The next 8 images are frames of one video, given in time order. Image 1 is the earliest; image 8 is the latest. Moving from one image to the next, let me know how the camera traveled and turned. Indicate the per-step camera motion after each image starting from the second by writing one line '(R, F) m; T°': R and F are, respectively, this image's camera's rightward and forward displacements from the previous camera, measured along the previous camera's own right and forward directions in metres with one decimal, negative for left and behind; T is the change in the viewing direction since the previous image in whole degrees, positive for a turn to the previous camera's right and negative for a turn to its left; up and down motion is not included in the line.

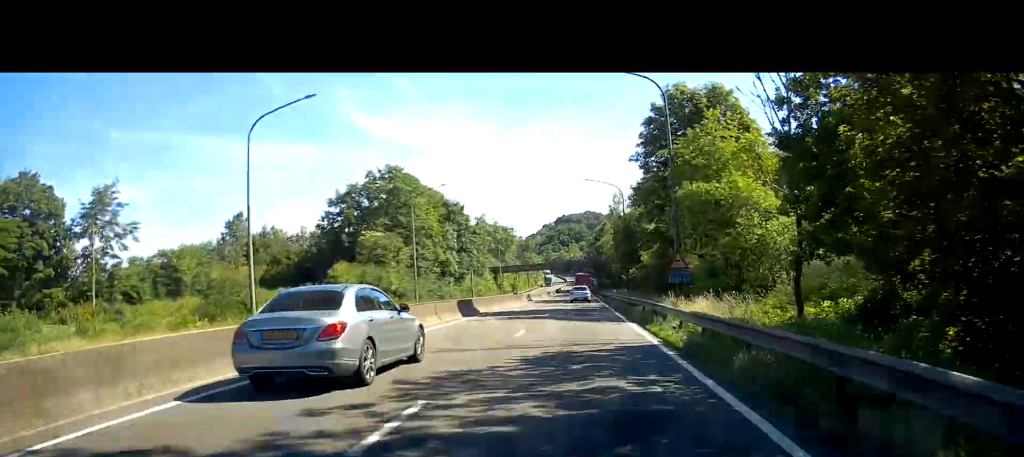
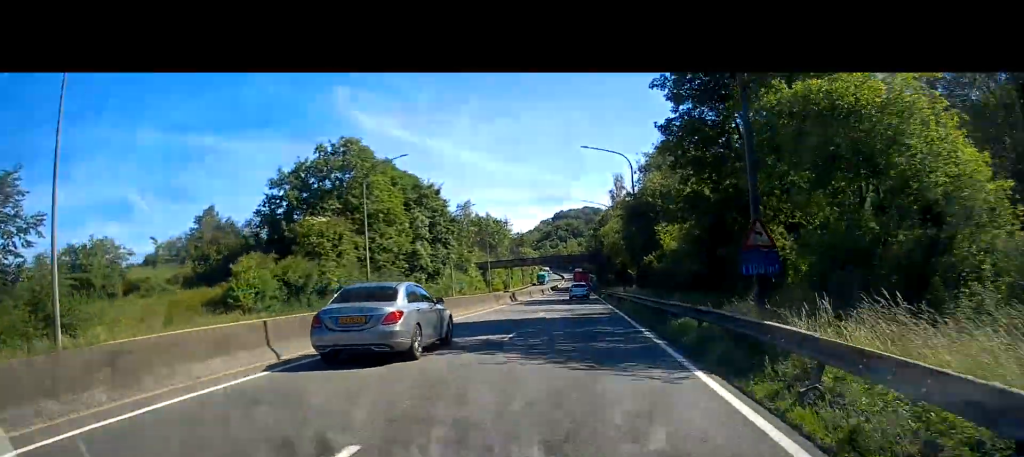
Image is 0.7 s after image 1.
(0.0, +15.0) m; 0°
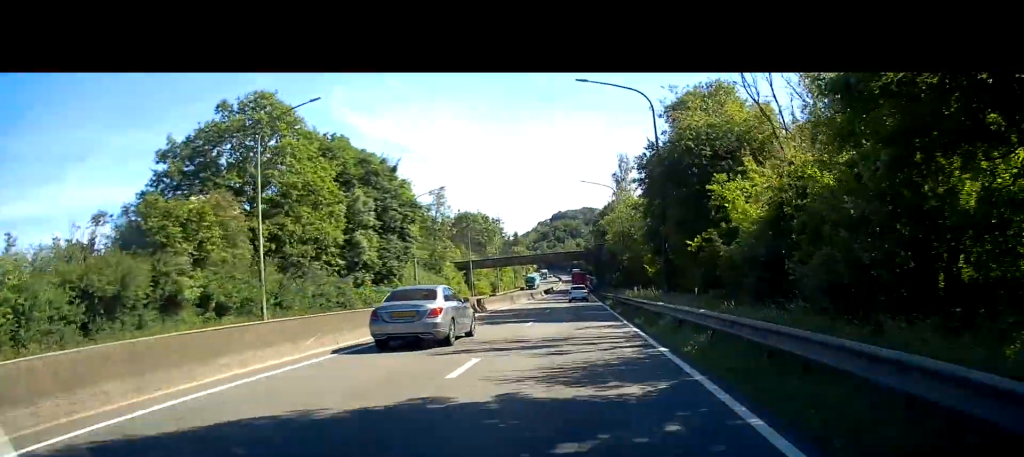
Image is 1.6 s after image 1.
(0.0, +18.6) m; 0°
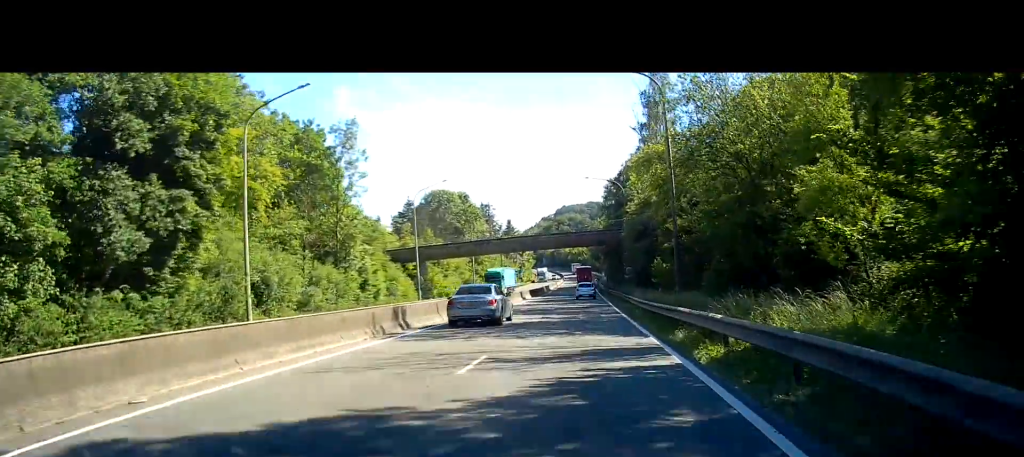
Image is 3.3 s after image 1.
(+0.1, +37.5) m; 0°
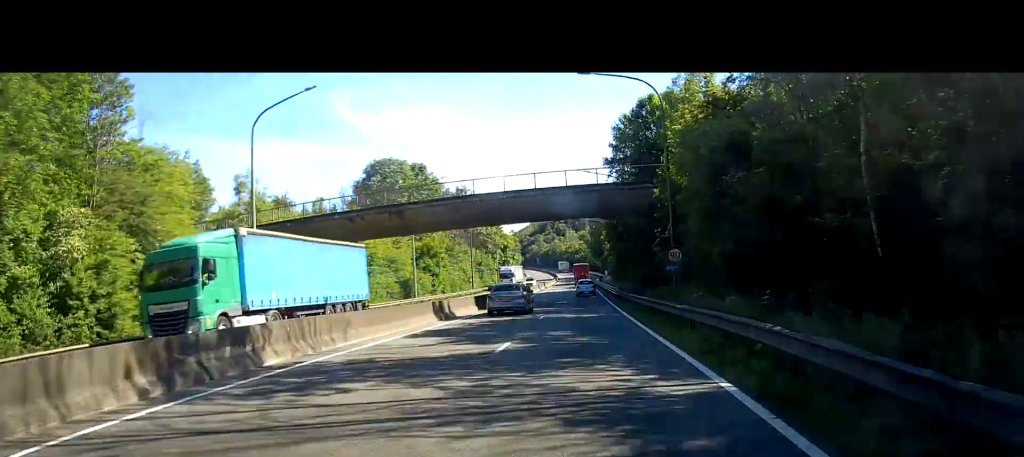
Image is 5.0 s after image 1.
(0.0, +35.2) m; -1°
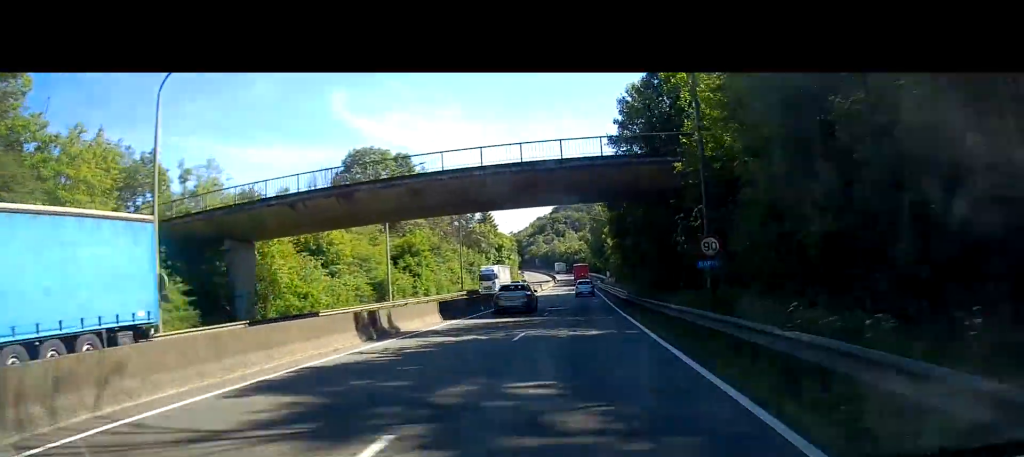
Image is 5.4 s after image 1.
(0.0, +9.2) m; 0°
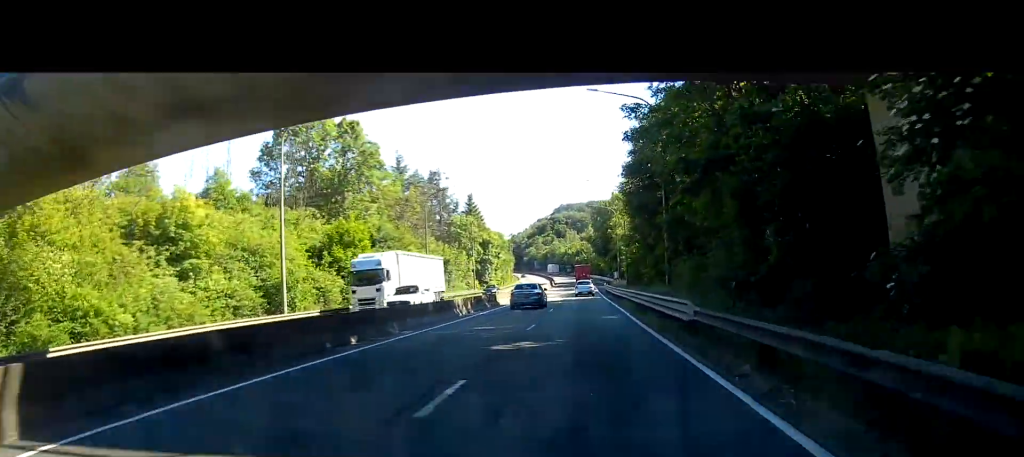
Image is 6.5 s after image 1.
(-0.1, +22.2) m; -1°
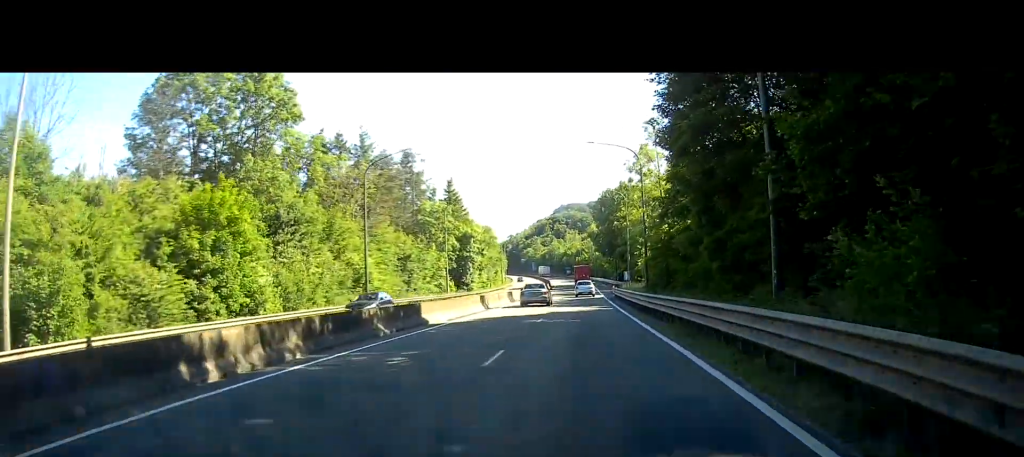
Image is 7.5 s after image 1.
(-0.2, +21.5) m; -1°
